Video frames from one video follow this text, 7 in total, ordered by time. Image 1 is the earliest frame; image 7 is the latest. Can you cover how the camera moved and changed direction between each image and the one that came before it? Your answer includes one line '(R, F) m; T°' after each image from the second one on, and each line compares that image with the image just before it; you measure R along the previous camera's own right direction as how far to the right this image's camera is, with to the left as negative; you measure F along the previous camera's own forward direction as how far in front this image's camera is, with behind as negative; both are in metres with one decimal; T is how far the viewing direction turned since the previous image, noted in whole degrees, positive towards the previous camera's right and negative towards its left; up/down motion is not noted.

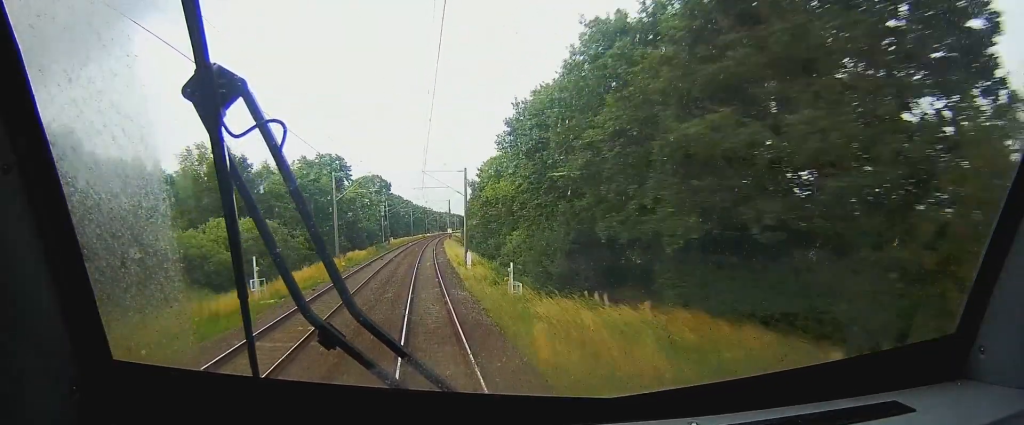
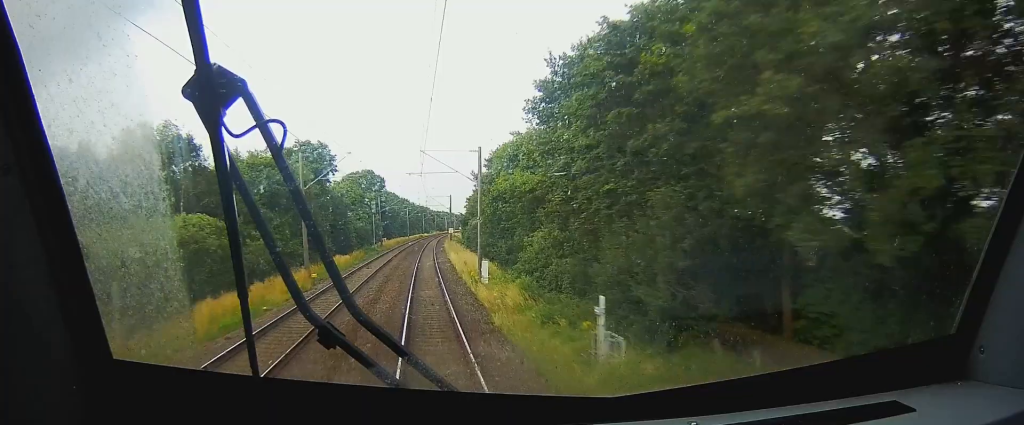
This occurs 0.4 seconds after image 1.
(0.0, +14.9) m; 0°
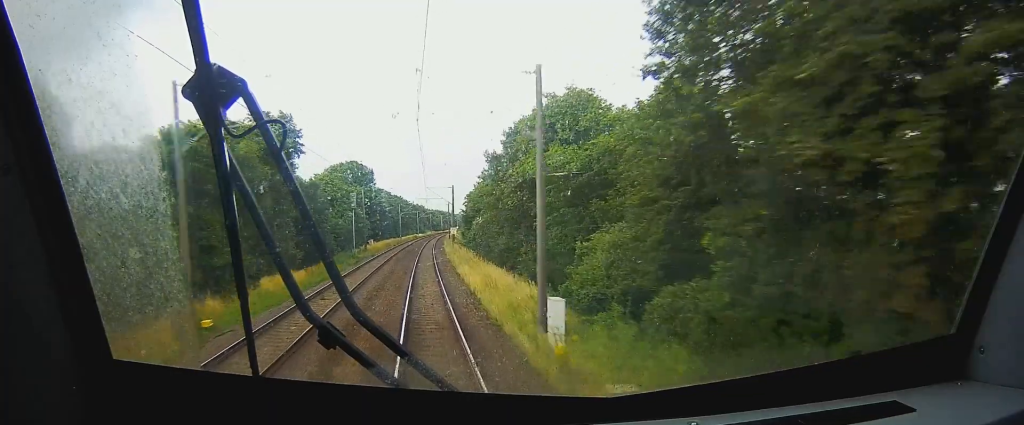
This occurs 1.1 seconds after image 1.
(+0.1, +21.8) m; 0°
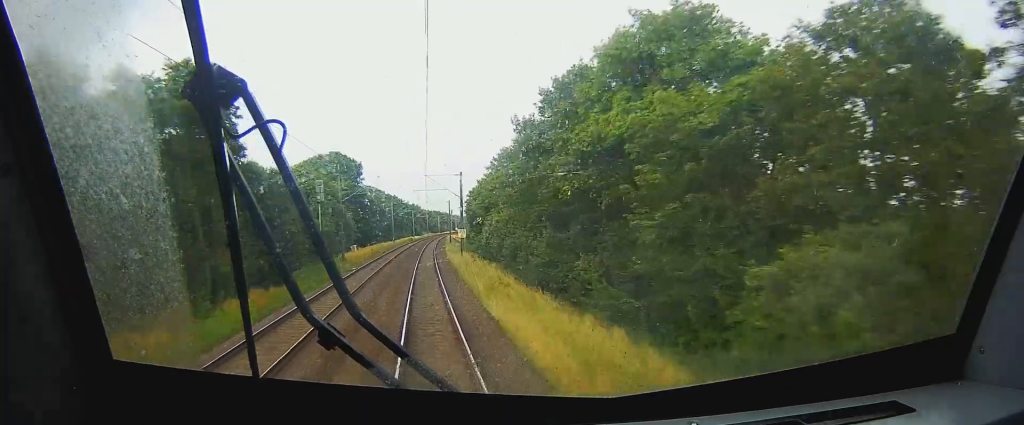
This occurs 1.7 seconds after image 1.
(+0.1, +21.8) m; 0°
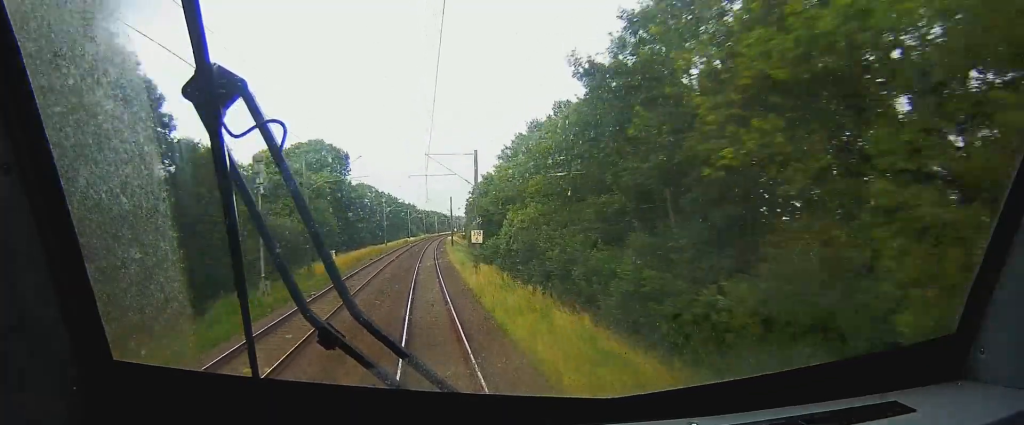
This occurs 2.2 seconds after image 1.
(+0.1, +18.4) m; 0°
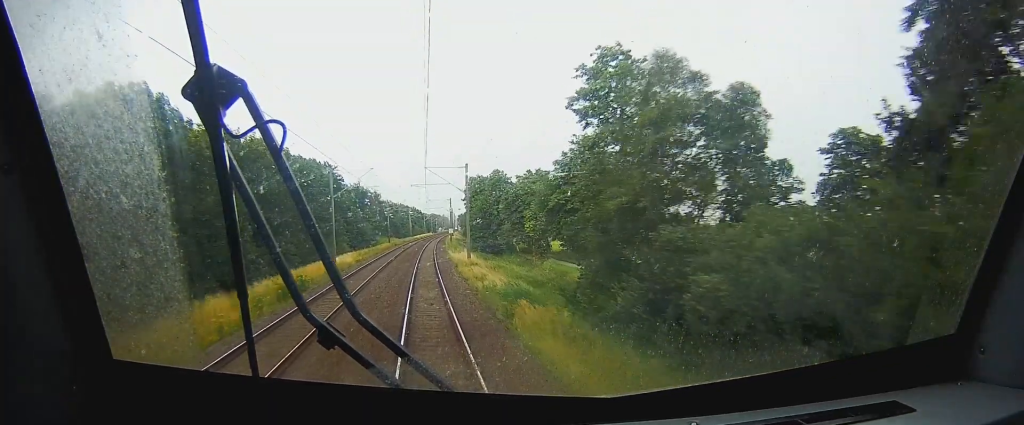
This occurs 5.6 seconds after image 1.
(+2.1, +120.2) m; +2°
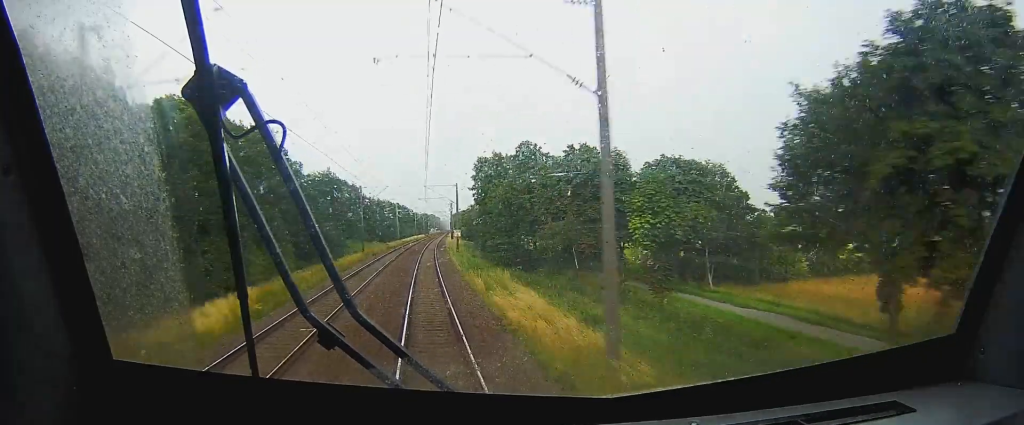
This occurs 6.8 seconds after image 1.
(+0.3, +40.8) m; +1°
